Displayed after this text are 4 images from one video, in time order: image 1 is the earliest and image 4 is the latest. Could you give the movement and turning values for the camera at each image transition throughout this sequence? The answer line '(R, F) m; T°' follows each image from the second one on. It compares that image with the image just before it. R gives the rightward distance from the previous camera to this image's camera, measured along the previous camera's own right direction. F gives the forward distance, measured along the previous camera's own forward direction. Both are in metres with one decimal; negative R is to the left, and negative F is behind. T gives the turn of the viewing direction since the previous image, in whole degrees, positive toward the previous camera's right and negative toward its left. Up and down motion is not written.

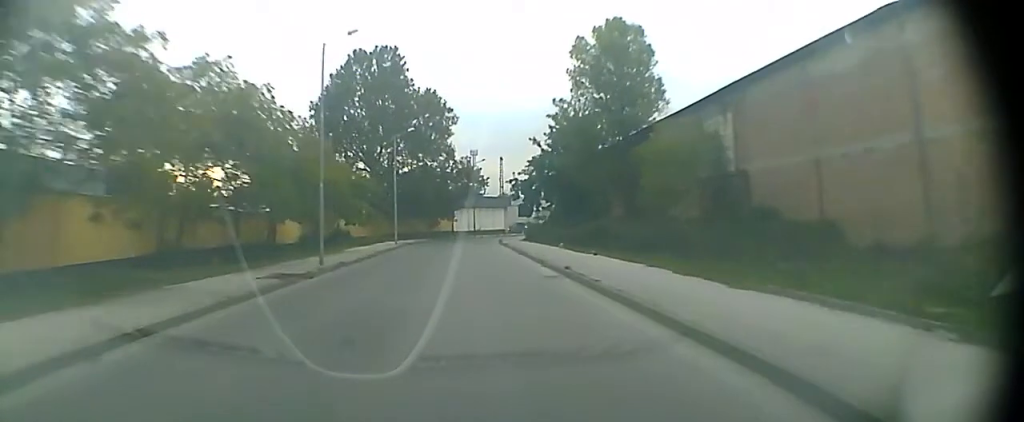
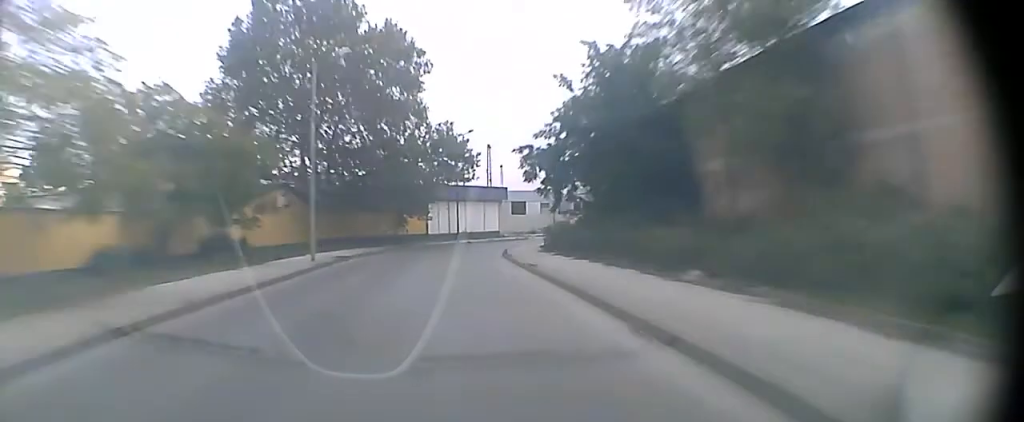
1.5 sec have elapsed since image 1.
(+0.3, +23.8) m; +1°
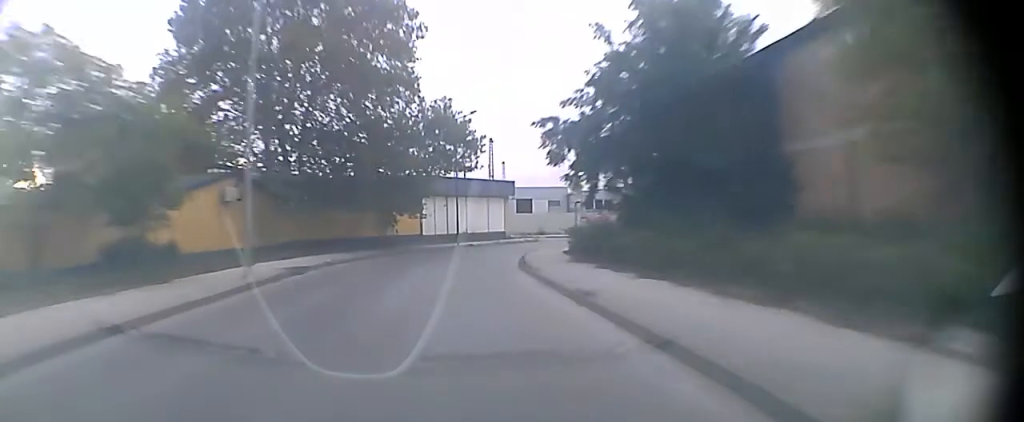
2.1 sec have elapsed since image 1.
(0.0, +9.2) m; 0°
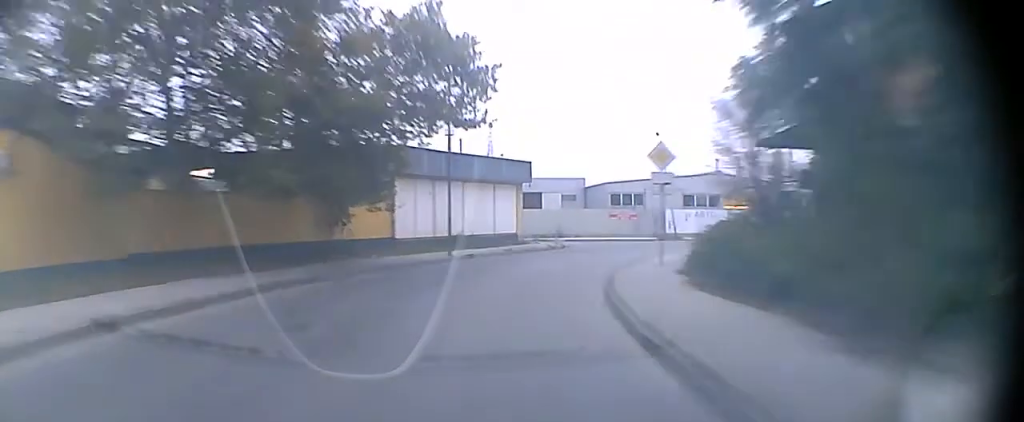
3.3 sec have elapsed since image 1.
(+0.1, +17.9) m; +3°
